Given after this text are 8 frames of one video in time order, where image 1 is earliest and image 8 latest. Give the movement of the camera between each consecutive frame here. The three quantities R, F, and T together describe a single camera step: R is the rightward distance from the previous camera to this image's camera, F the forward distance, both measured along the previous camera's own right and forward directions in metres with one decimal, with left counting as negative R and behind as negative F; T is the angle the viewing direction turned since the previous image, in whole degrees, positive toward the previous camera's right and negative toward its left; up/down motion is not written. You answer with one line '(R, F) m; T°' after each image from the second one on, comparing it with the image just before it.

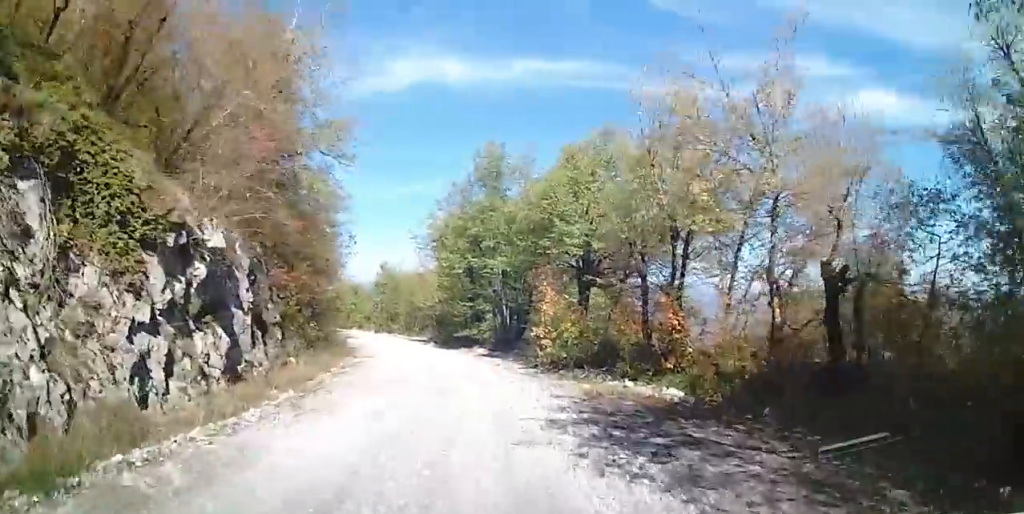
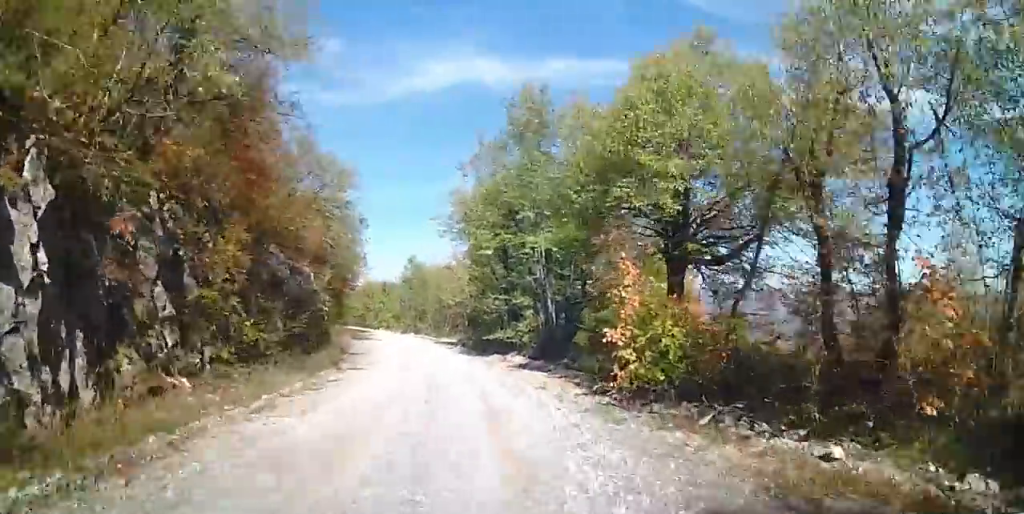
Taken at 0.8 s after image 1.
(-0.2, +6.1) m; -4°
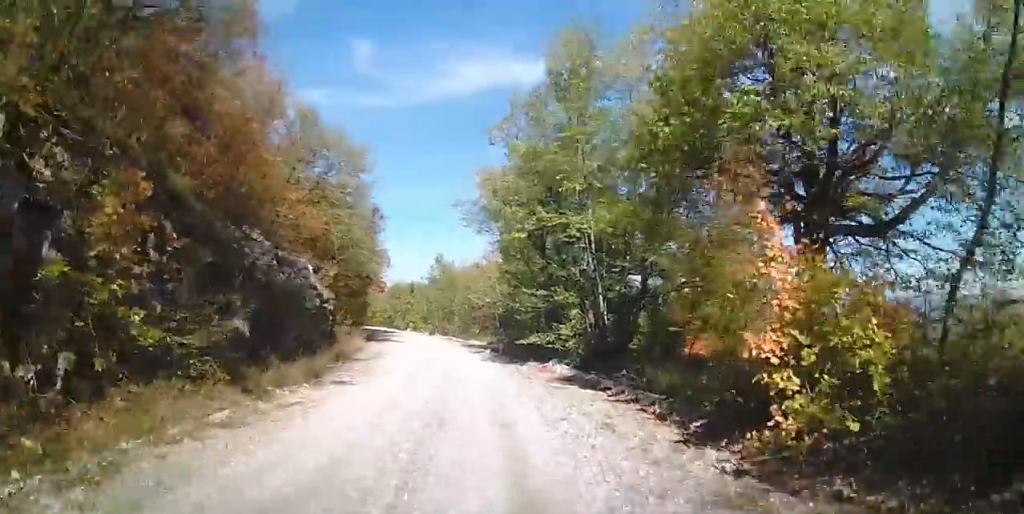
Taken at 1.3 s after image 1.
(-0.2, +4.2) m; -1°
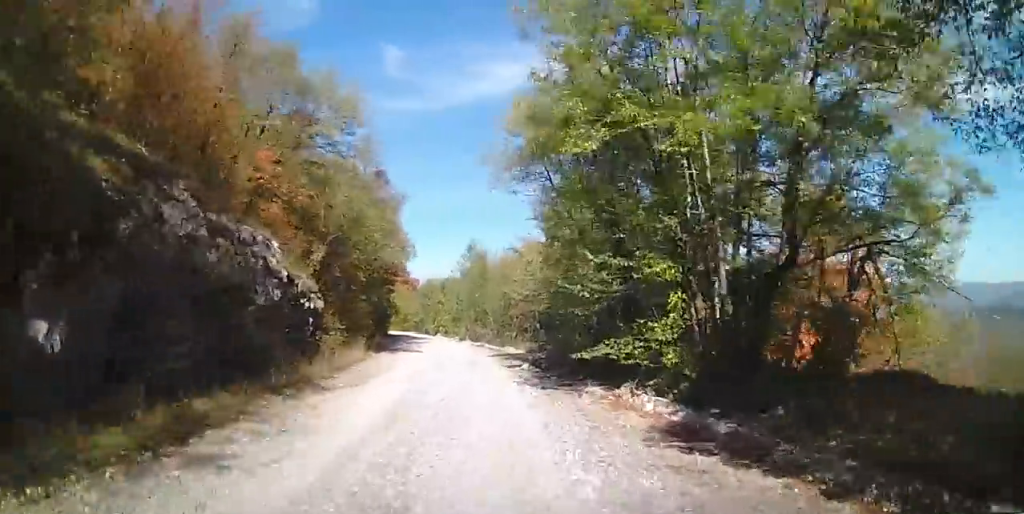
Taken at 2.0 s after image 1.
(0.0, +6.5) m; -1°
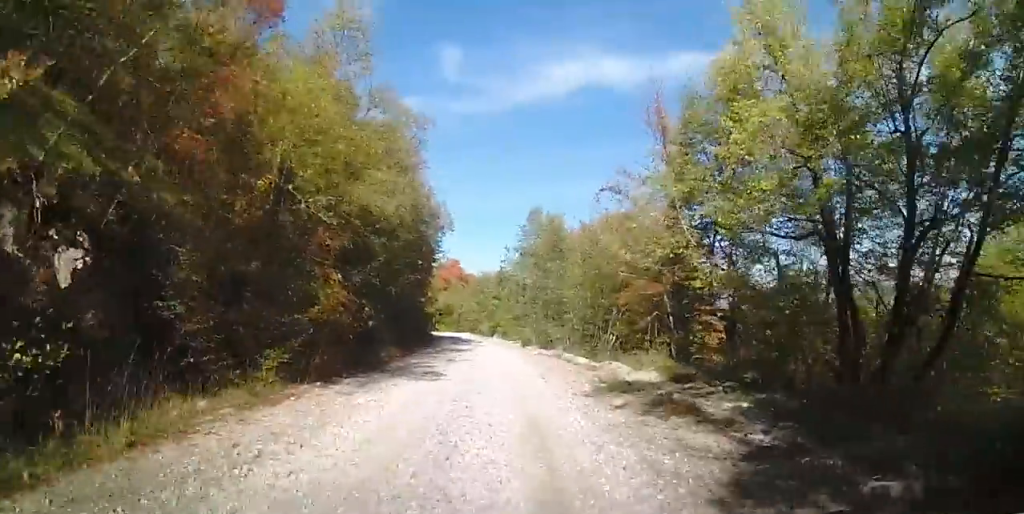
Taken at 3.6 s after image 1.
(-0.6, +15.5) m; -8°
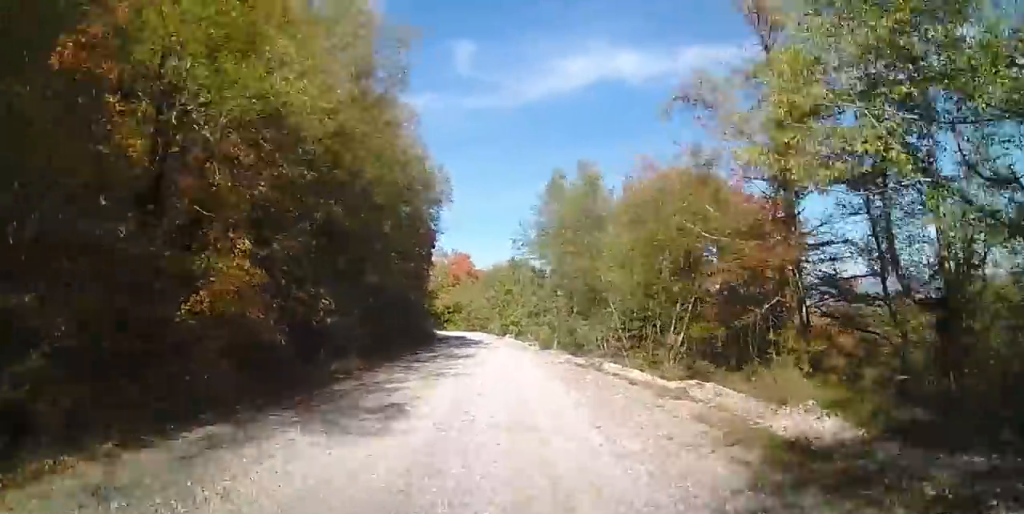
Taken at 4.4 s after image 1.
(-0.5, +7.0) m; -3°
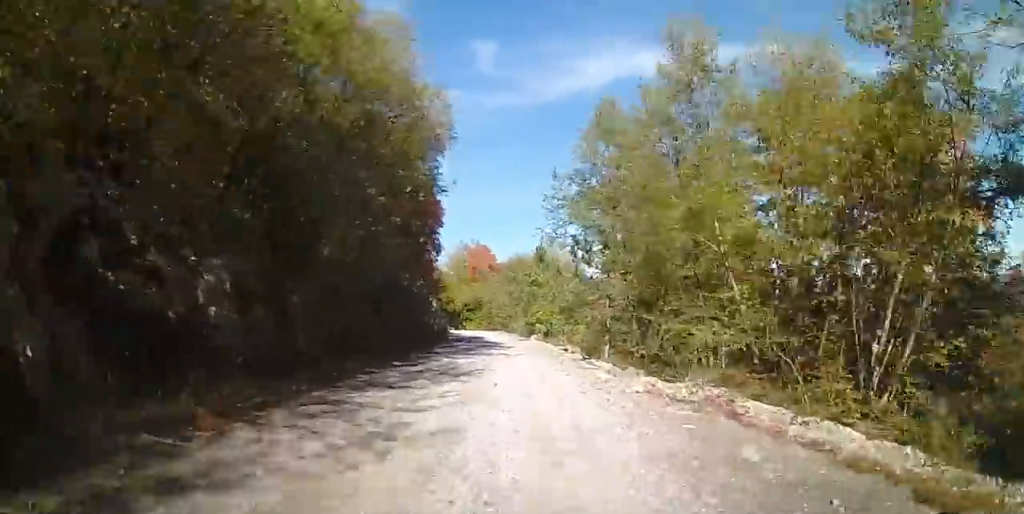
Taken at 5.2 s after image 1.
(-0.1, +8.1) m; -1°
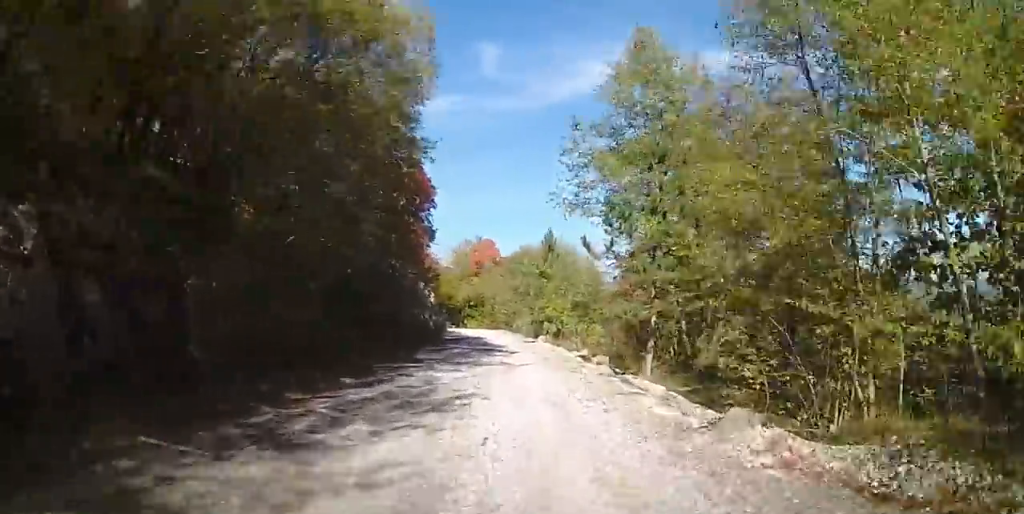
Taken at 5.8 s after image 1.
(0.0, +4.9) m; 0°
